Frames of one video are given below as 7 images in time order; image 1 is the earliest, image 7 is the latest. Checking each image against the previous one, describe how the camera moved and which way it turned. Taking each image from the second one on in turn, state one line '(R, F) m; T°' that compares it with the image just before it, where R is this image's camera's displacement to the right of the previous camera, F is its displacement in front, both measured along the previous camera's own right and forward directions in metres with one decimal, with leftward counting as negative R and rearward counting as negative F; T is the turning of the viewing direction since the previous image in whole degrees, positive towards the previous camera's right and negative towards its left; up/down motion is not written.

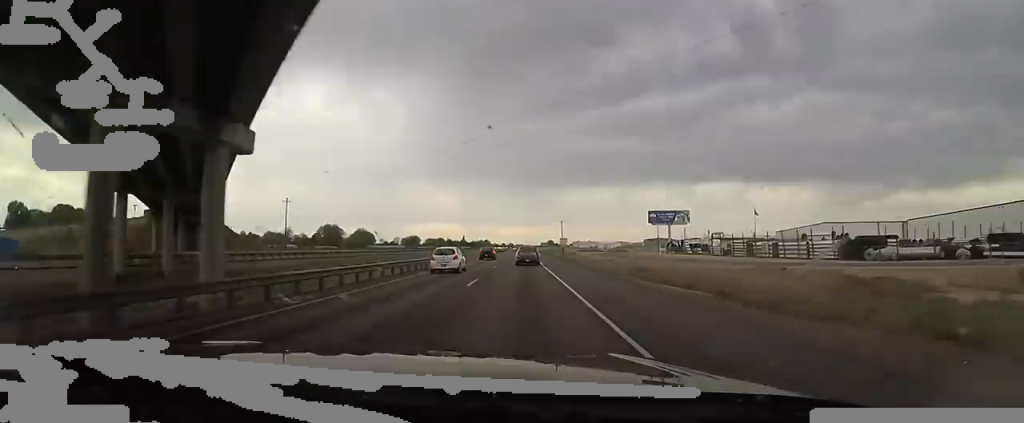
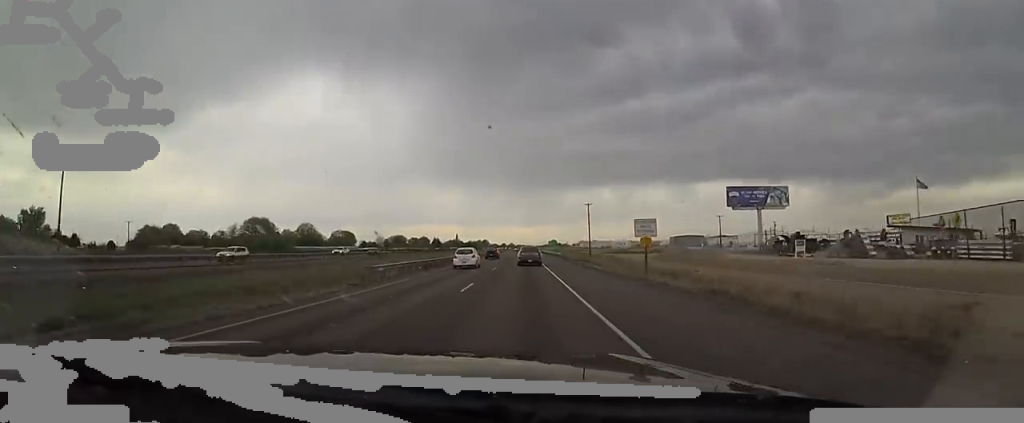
(-2.8, +63.2) m; -2°
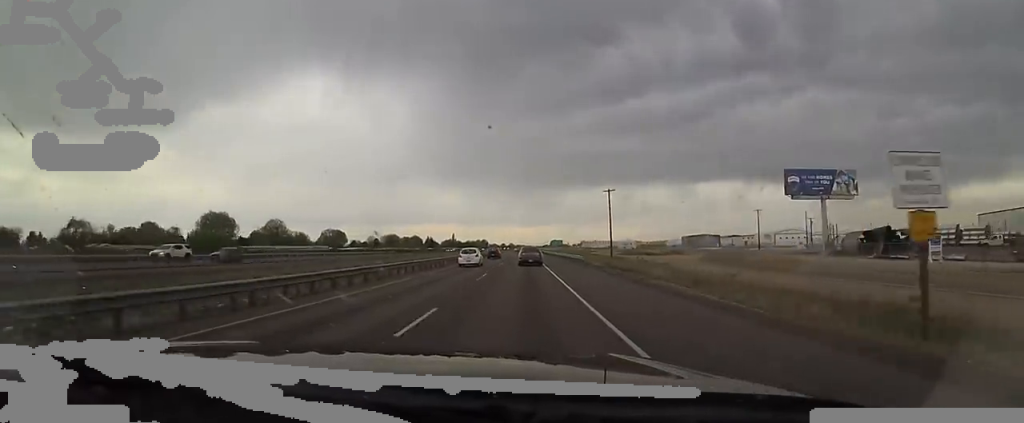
(+0.3, +23.2) m; 0°
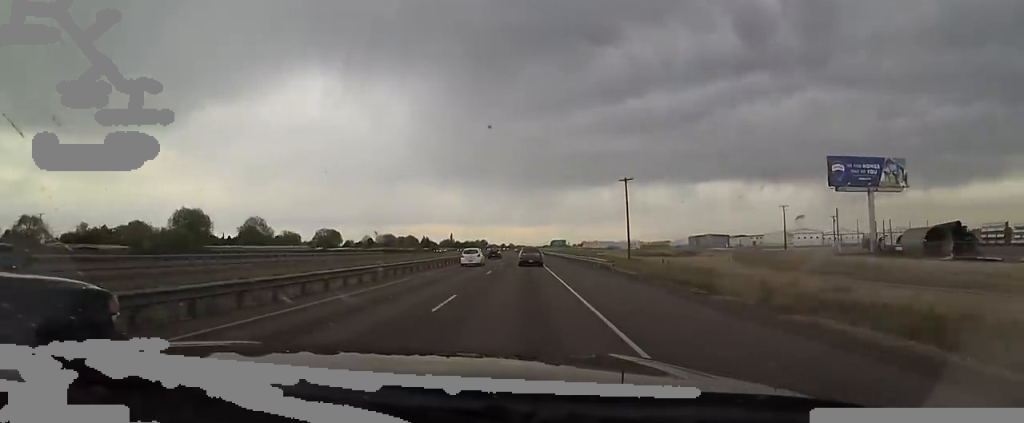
(+0.3, +12.1) m; 0°
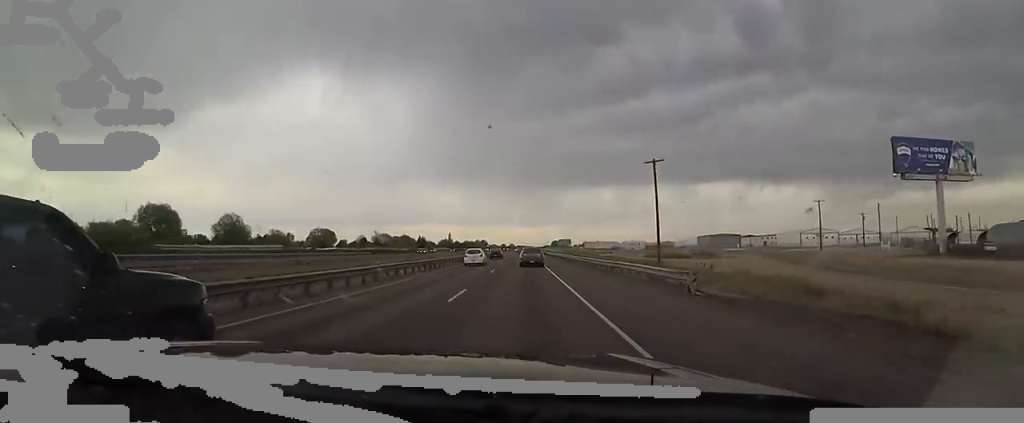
(-0.2, +13.1) m; 0°
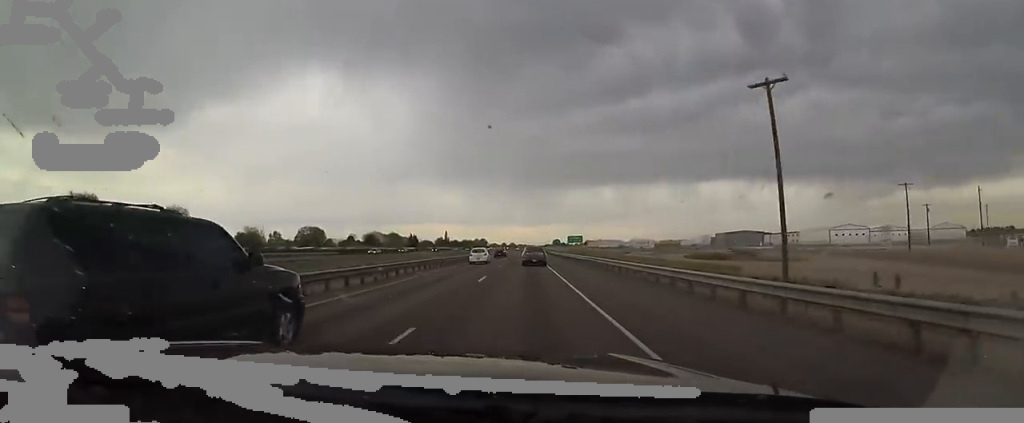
(-0.3, +23.3) m; -1°
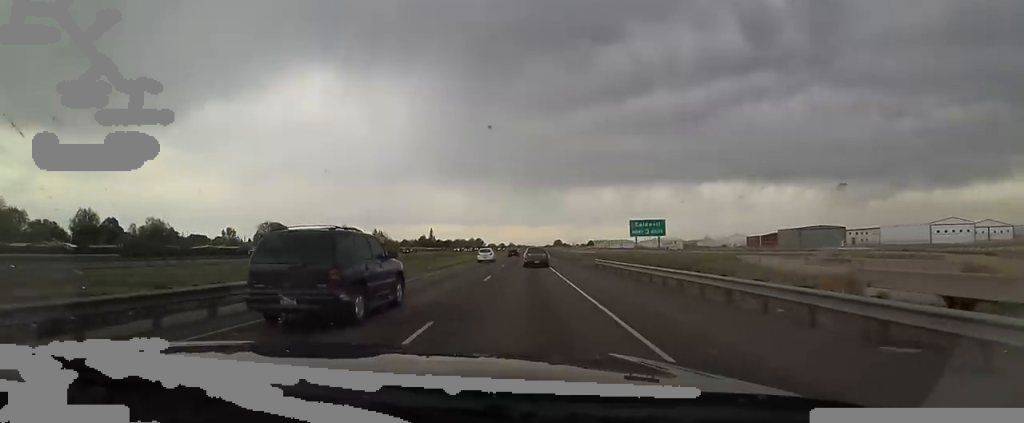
(0.0, +60.1) m; 0°
